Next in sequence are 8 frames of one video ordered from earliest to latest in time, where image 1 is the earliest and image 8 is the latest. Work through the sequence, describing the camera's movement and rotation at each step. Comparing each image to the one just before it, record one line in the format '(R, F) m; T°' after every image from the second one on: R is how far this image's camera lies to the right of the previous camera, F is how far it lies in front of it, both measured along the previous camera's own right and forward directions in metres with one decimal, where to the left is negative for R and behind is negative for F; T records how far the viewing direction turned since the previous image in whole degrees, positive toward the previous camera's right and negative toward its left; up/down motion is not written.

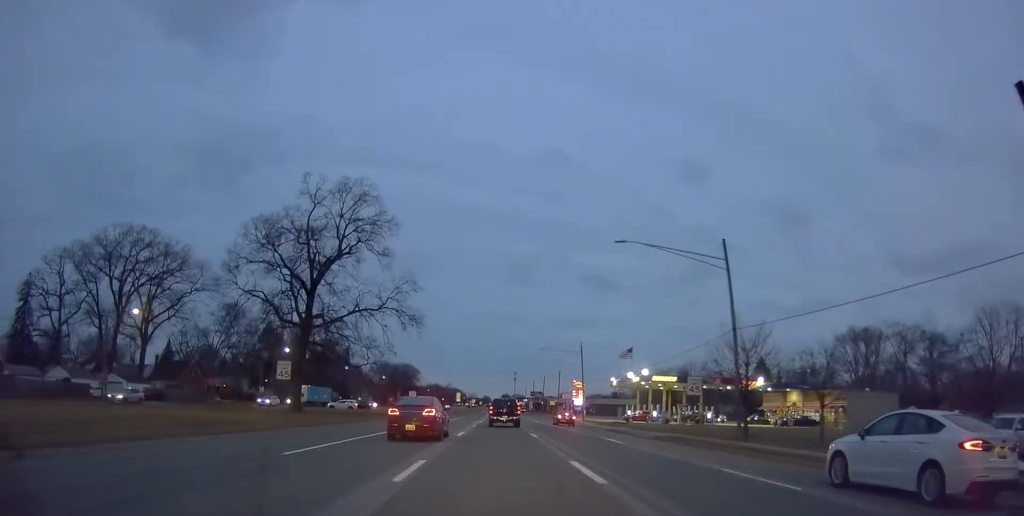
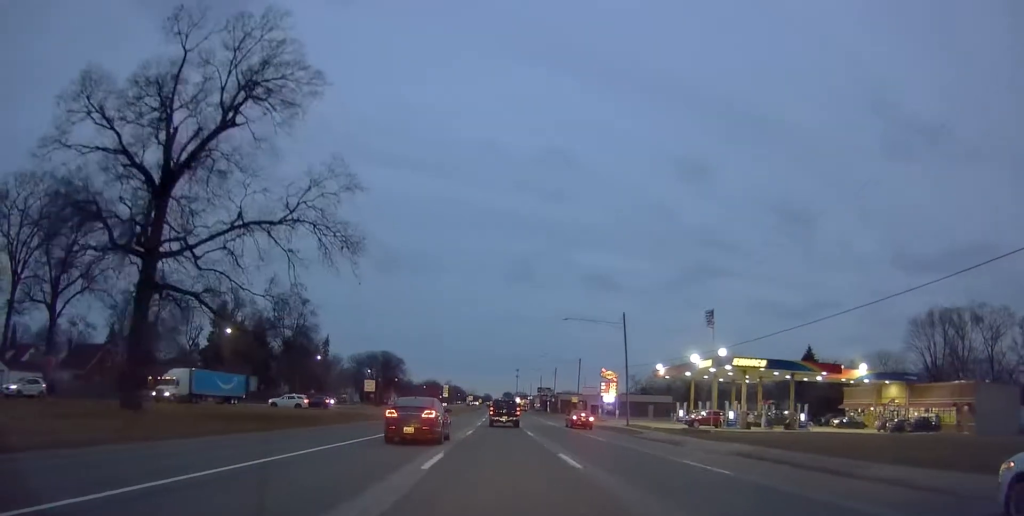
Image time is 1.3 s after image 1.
(-0.4, +27.2) m; -1°
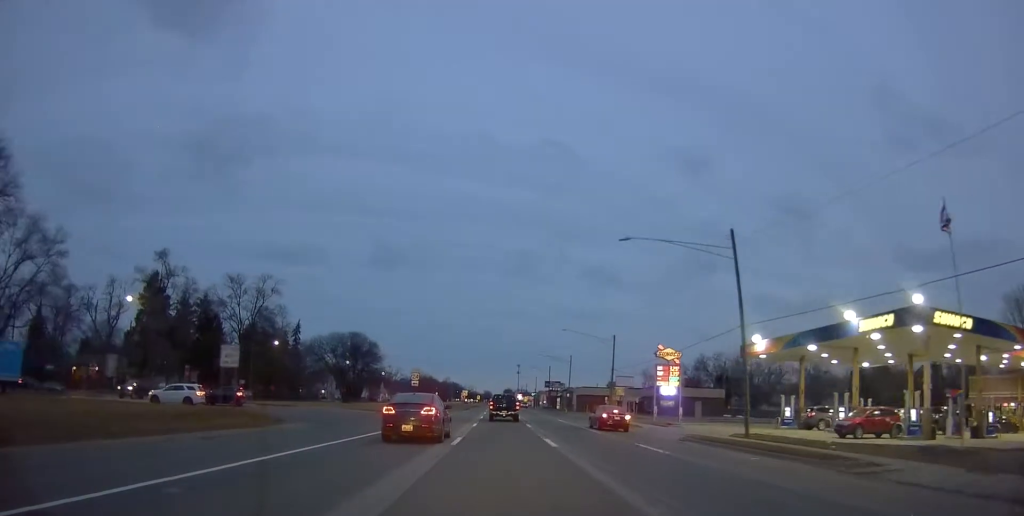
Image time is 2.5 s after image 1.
(+0.3, +27.2) m; +1°
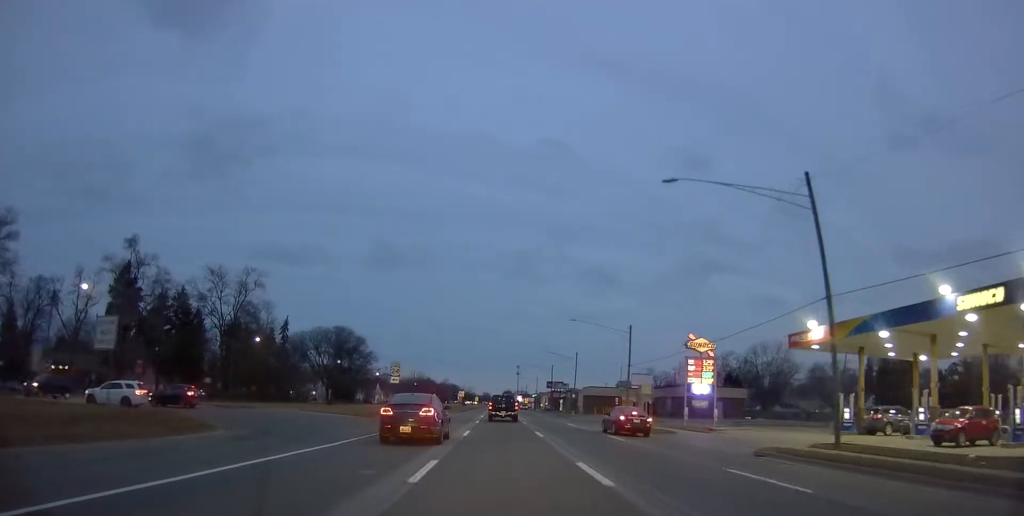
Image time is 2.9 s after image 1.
(0.0, +8.5) m; -1°
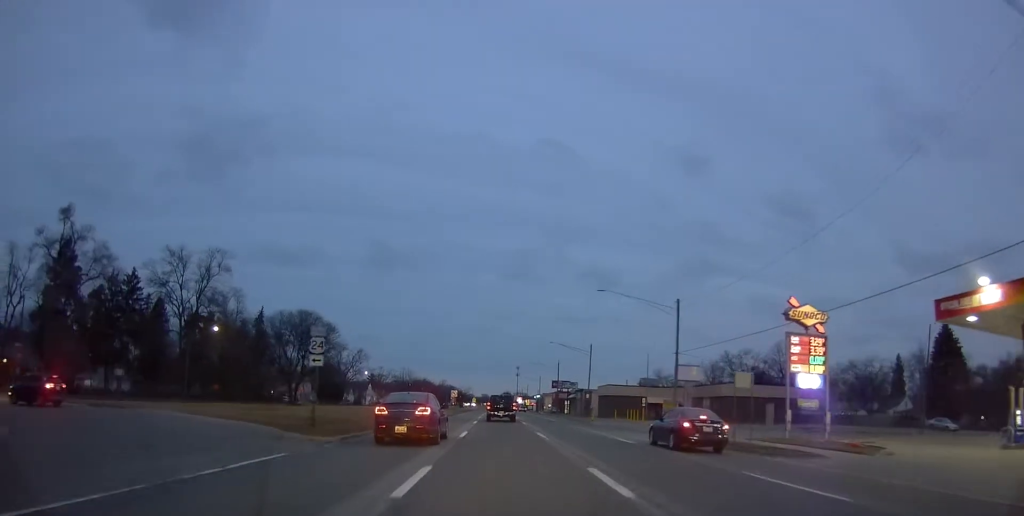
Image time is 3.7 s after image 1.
(0.0, +15.7) m; -1°
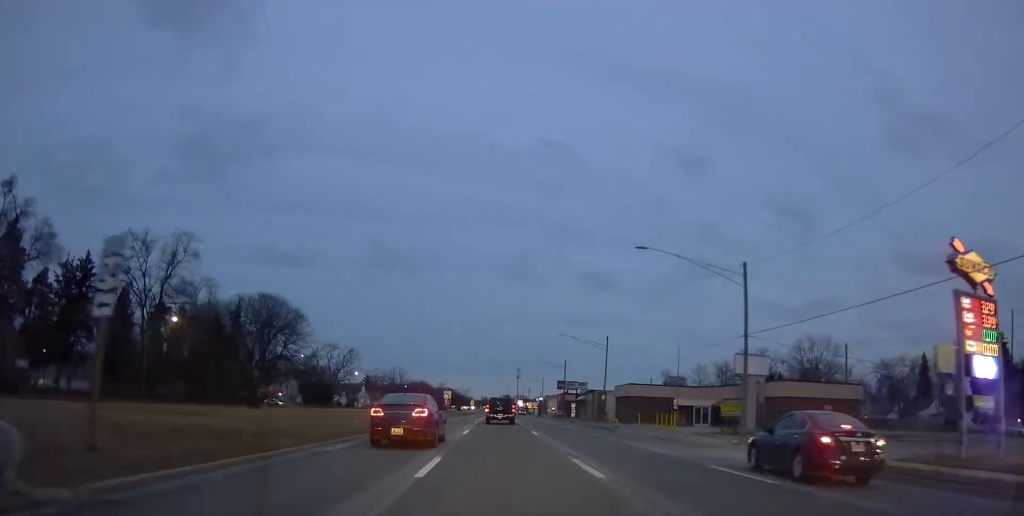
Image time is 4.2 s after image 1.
(-0.4, +12.3) m; 0°
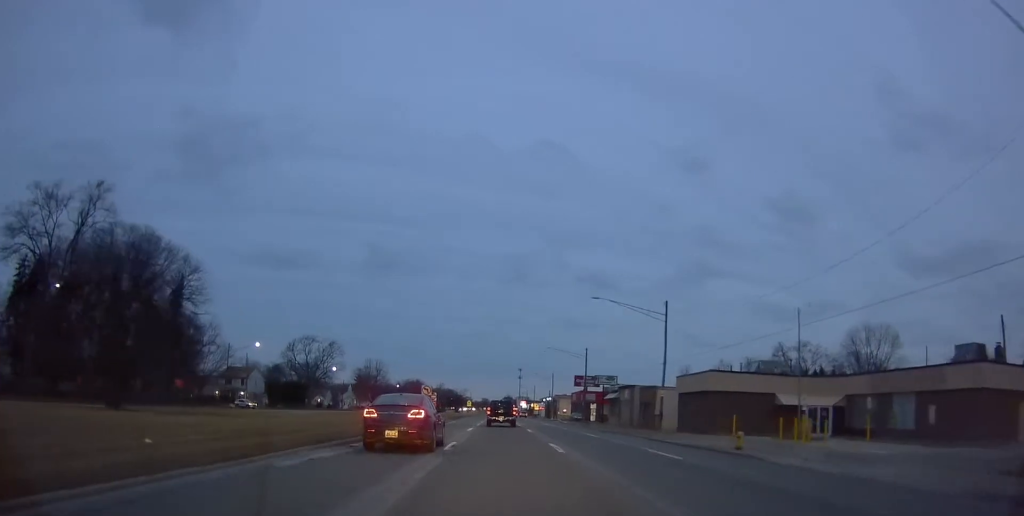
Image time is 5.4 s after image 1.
(+0.5, +24.8) m; +1°
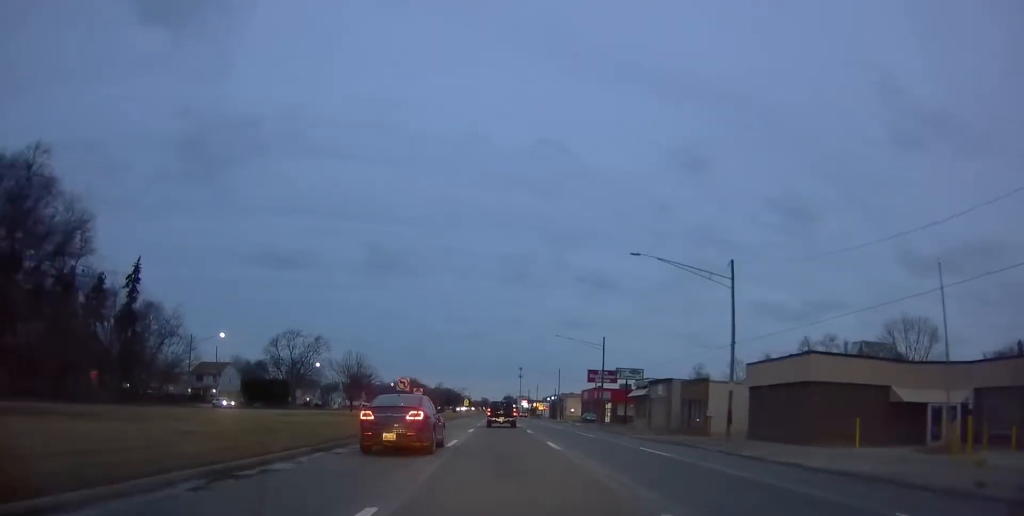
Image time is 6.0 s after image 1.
(-0.1, +14.0) m; 0°
